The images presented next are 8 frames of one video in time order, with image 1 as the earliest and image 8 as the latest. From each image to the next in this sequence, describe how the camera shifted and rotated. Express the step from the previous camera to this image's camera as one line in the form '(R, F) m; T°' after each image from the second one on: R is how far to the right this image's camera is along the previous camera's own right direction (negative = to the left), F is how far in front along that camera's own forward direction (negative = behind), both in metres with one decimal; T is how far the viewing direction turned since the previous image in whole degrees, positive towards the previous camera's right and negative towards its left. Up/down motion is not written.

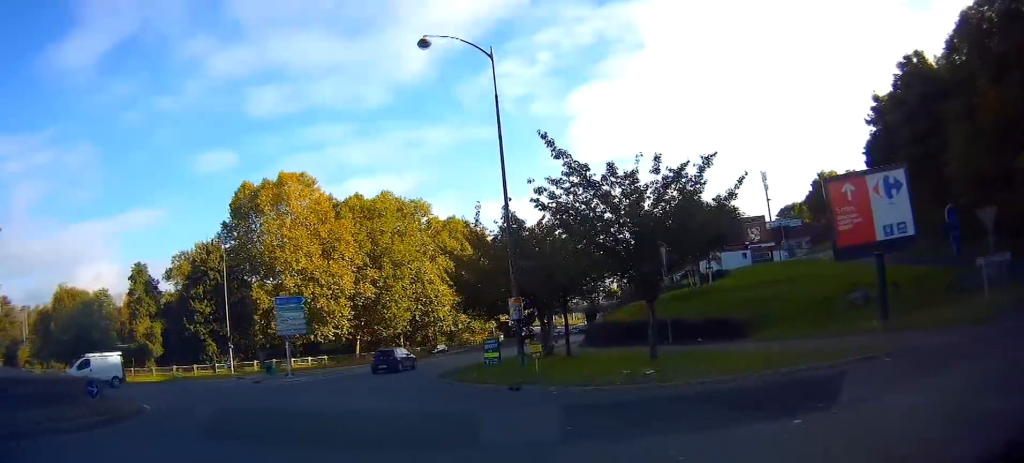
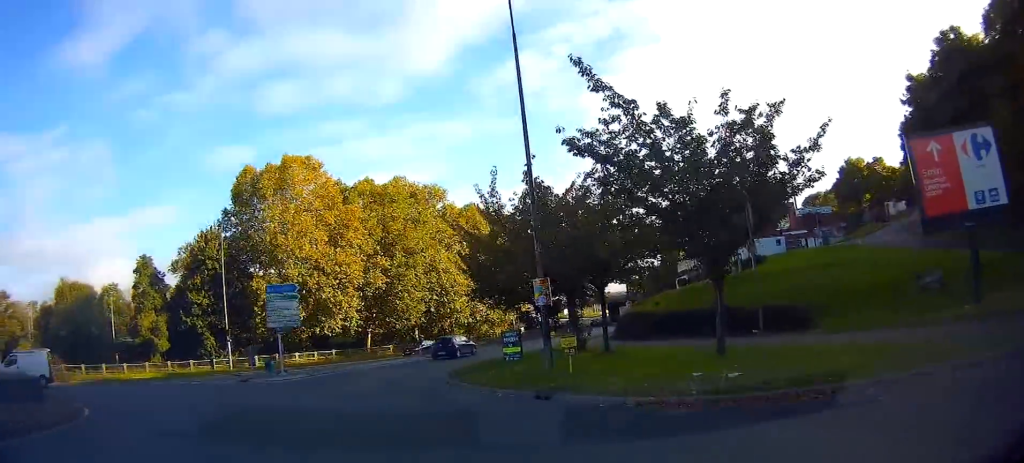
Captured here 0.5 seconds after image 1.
(-0.1, +4.1) m; -2°
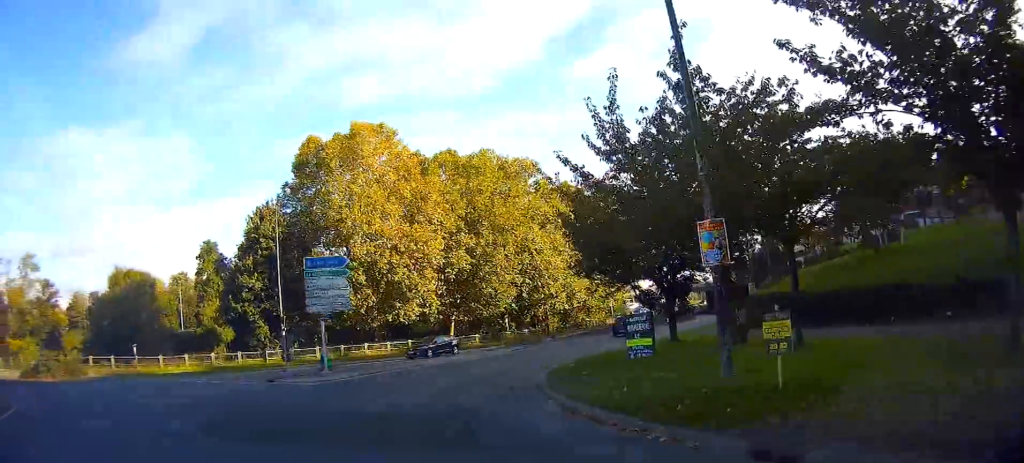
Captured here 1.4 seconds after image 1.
(-0.3, +7.1) m; -4°
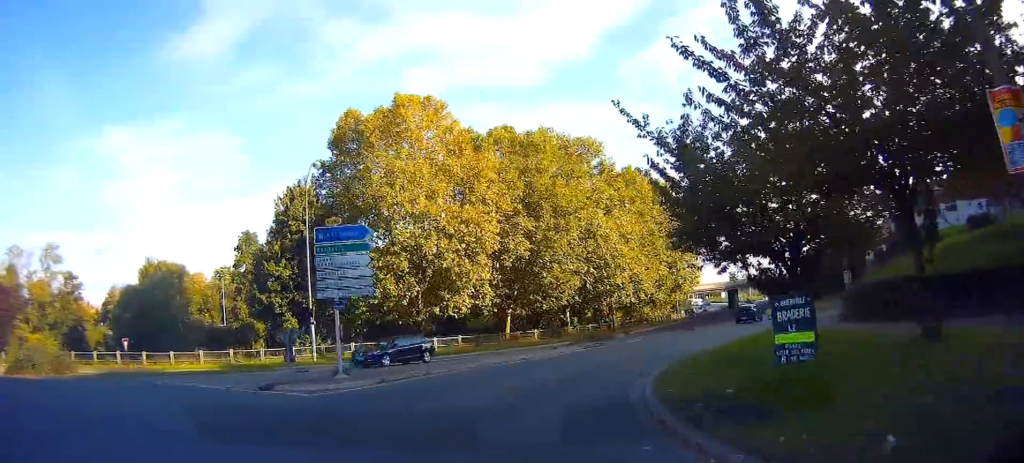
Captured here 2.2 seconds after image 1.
(-0.2, +5.8) m; -3°
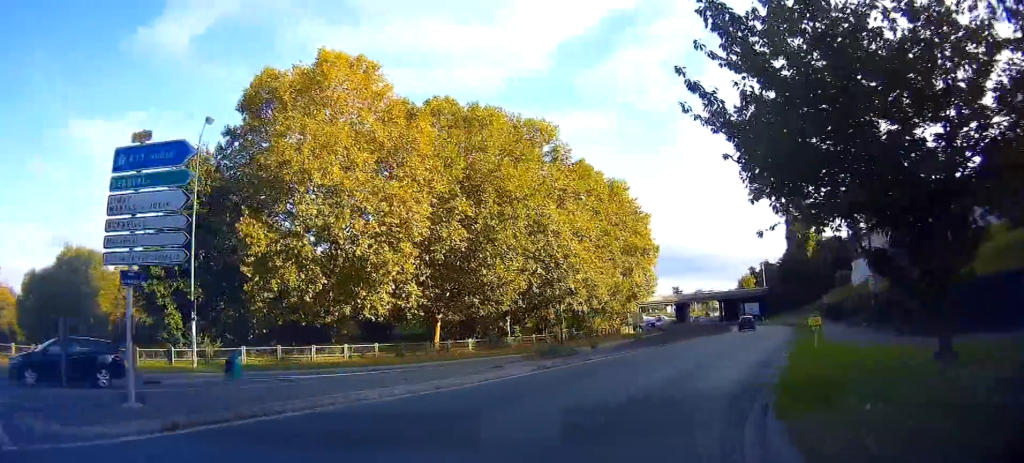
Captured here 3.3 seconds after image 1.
(0.0, +8.7) m; +6°
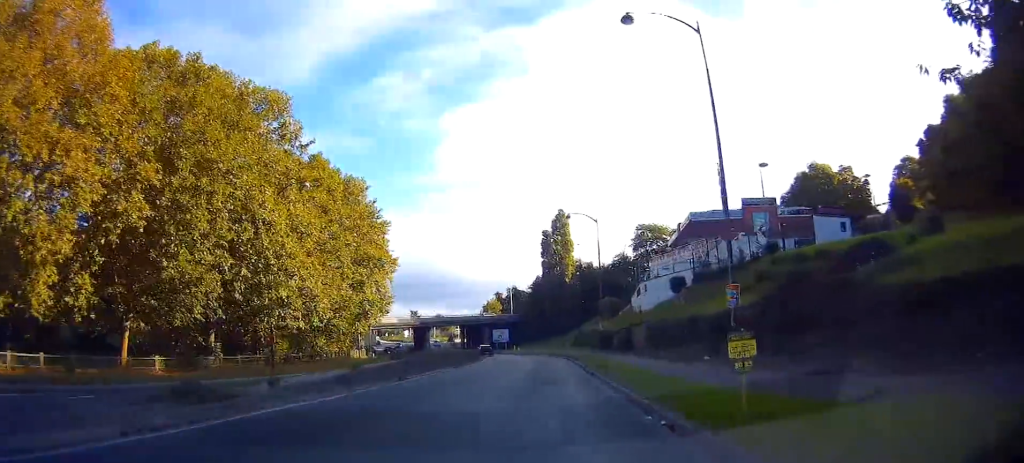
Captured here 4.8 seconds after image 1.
(+2.0, +10.4) m; +18°
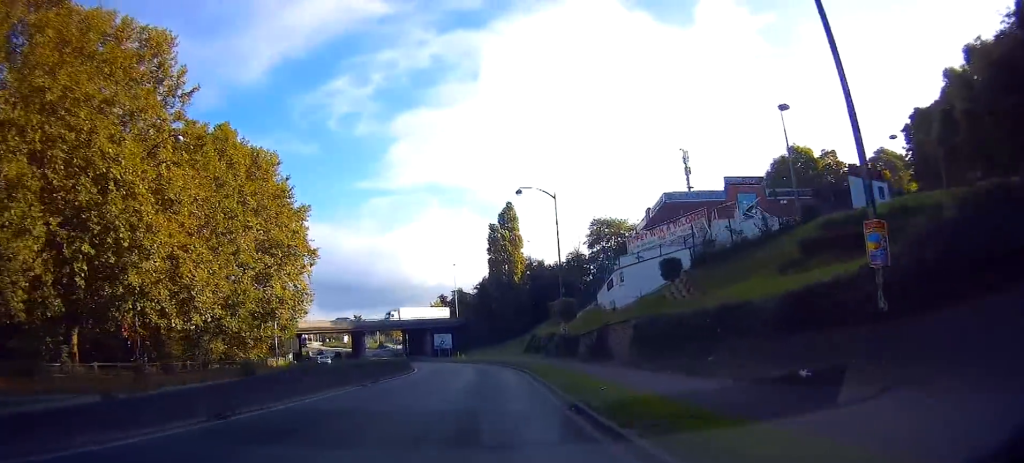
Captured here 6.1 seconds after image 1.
(+0.7, +10.5) m; +7°
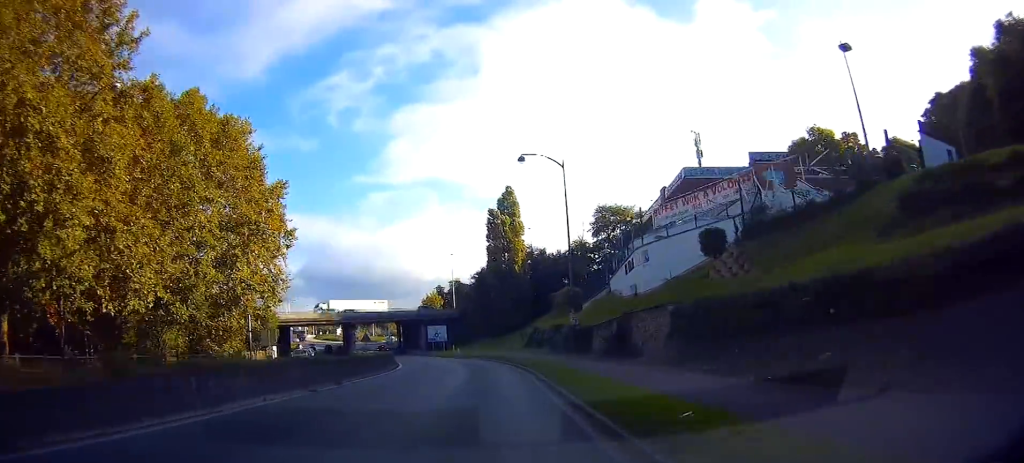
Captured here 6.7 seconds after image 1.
(+0.2, +6.1) m; +1°
